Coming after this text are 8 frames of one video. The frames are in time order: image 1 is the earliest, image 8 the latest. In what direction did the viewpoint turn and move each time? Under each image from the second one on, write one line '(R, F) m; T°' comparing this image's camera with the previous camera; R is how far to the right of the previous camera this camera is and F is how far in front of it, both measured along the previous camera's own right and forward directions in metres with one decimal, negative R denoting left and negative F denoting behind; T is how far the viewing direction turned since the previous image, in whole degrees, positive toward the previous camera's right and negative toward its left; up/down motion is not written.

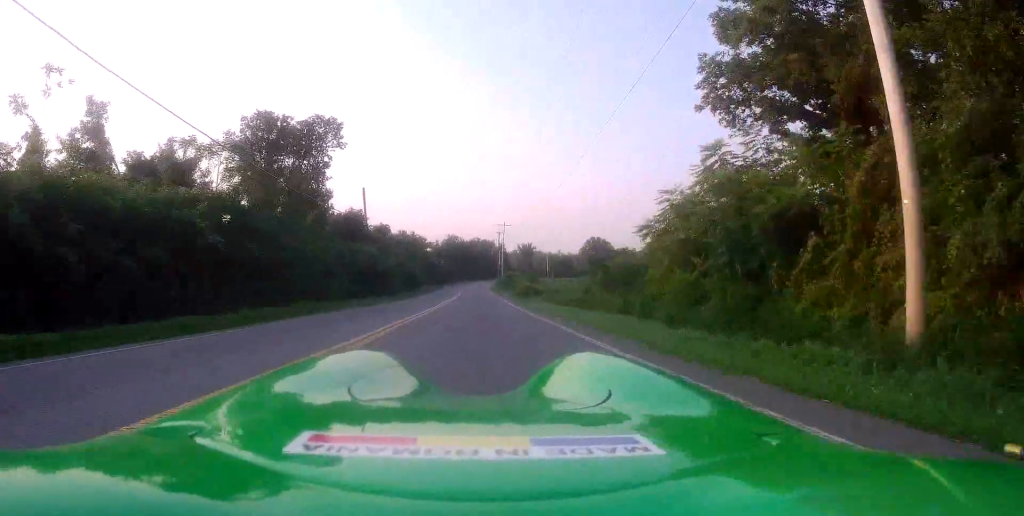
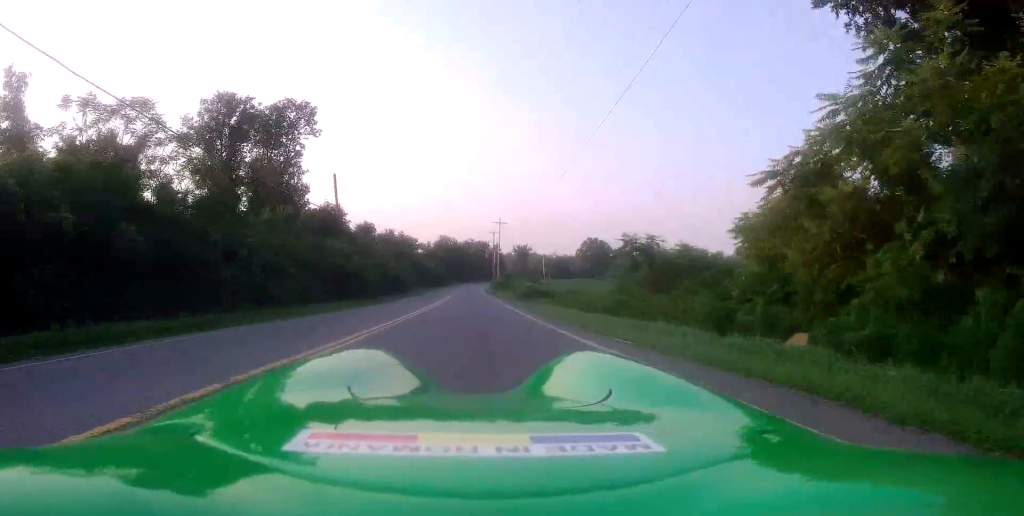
(0.0, +8.1) m; +1°
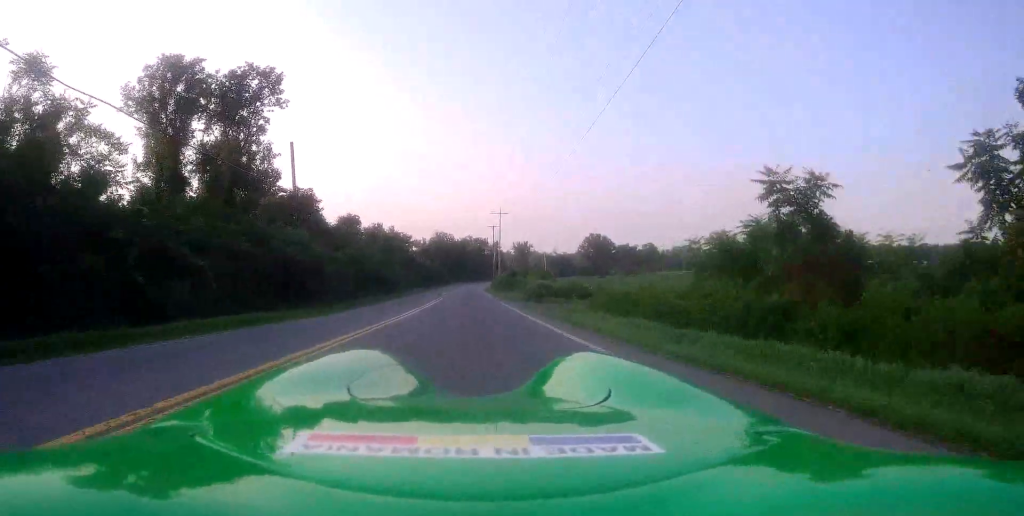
(0.0, +9.4) m; +1°
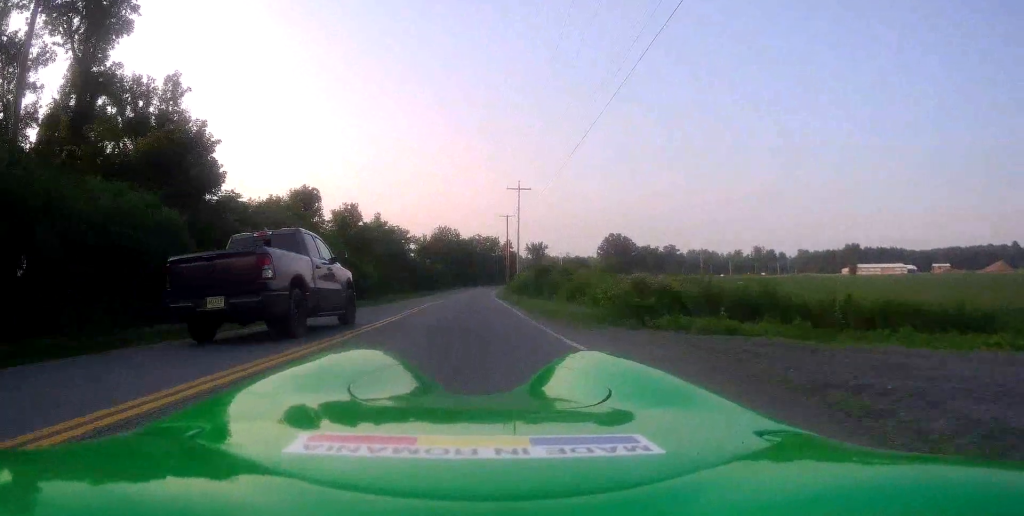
(+0.3, +22.6) m; -1°
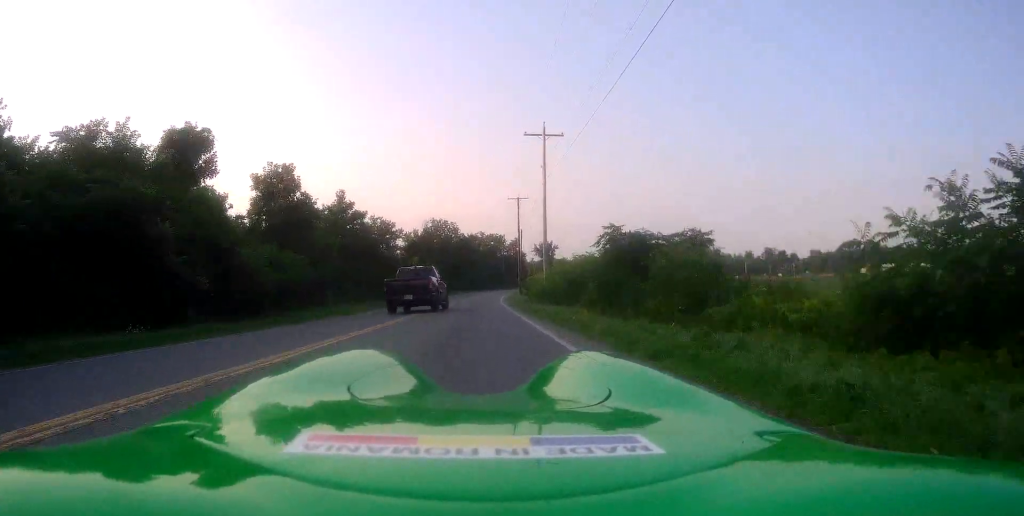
(-0.4, +22.4) m; +1°
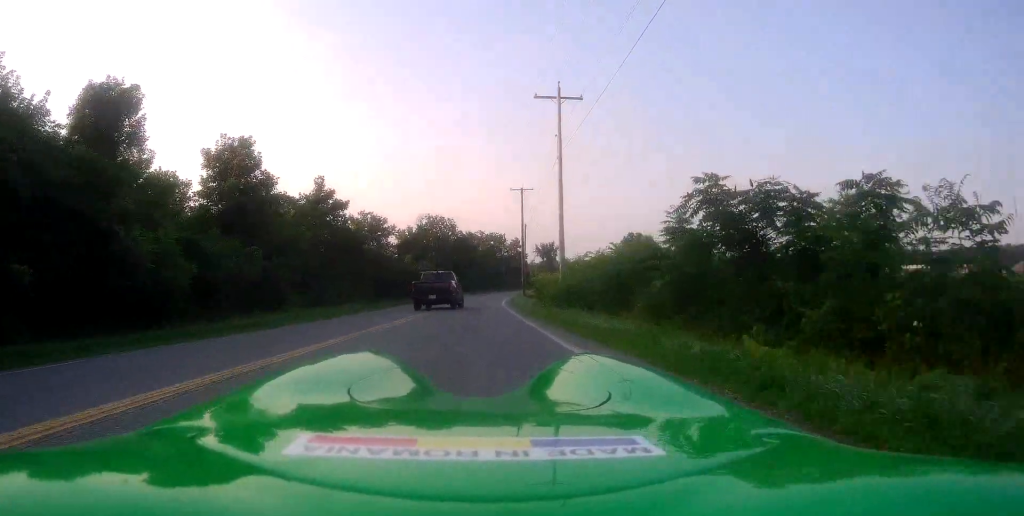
(+0.4, +7.6) m; 0°
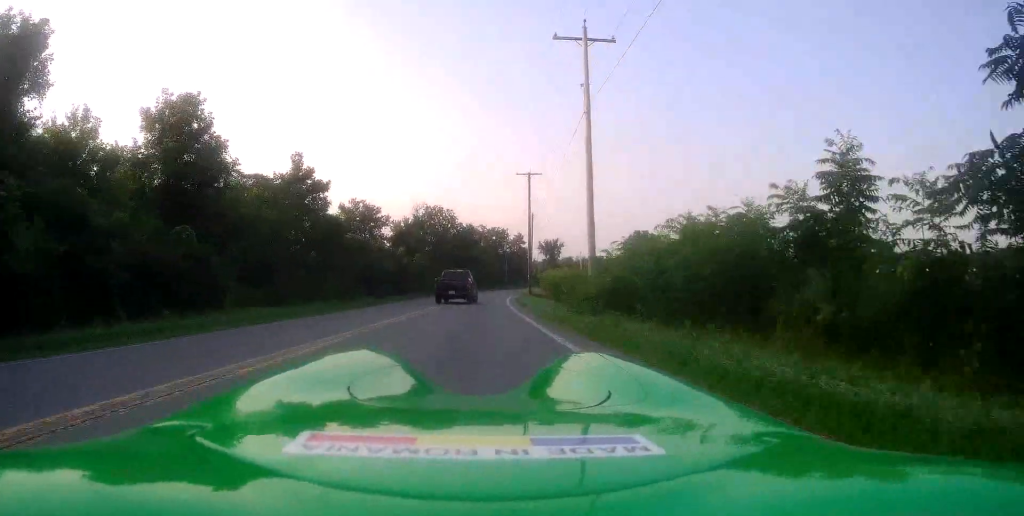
(0.0, +6.9) m; 0°
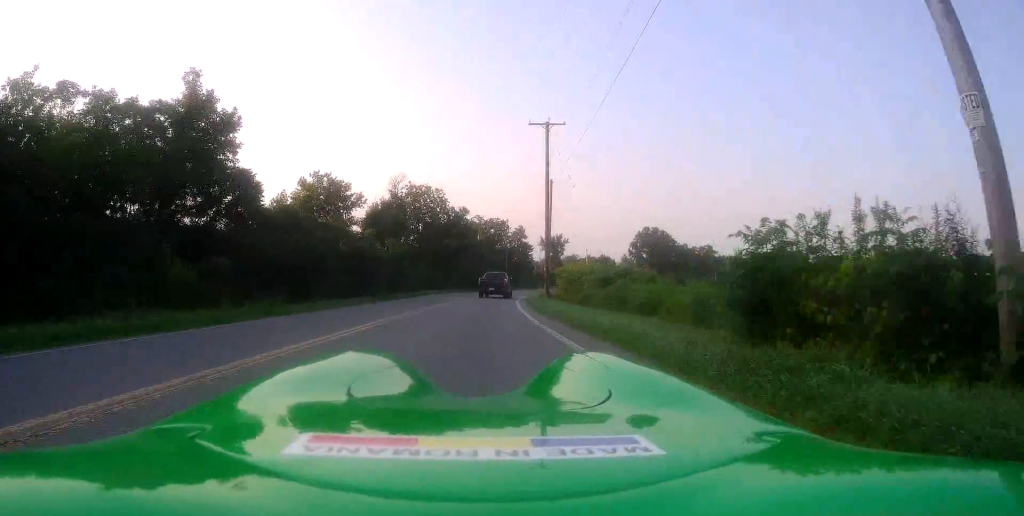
(-0.3, +17.0) m; 0°
